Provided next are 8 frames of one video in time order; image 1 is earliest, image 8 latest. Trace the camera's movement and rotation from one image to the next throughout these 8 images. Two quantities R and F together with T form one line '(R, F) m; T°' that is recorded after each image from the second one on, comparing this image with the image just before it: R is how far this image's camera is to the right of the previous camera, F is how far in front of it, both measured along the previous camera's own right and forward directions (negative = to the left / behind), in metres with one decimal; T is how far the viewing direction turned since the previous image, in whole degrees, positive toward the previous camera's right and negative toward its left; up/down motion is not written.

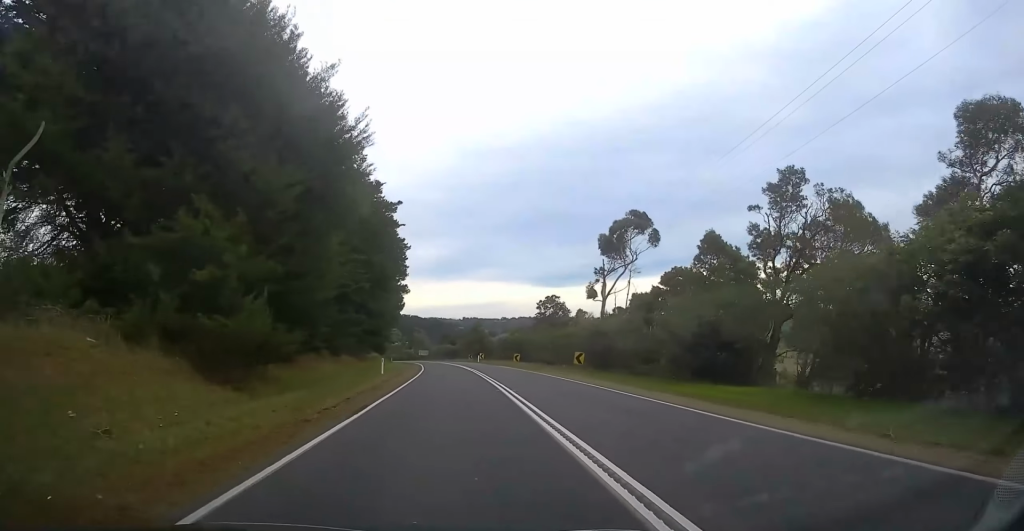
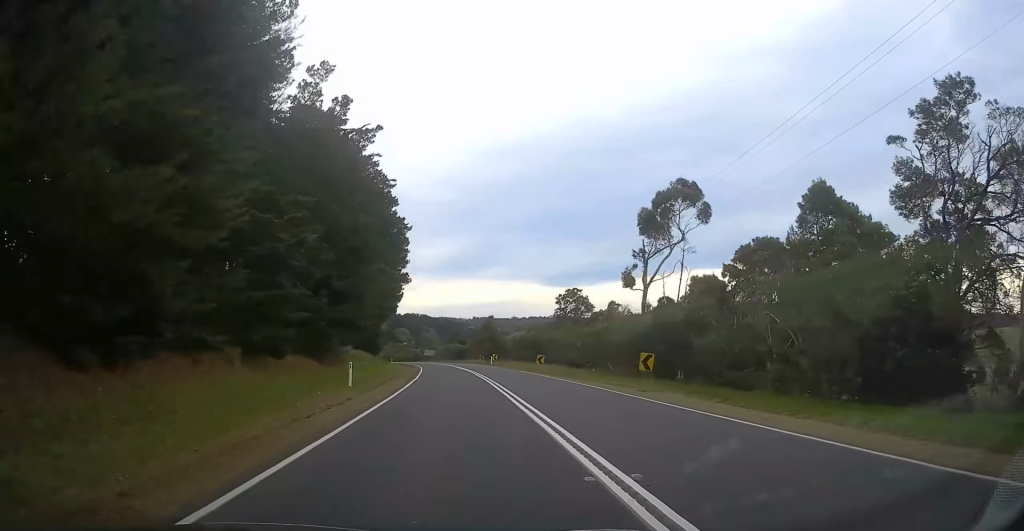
(-0.2, +13.7) m; -1°
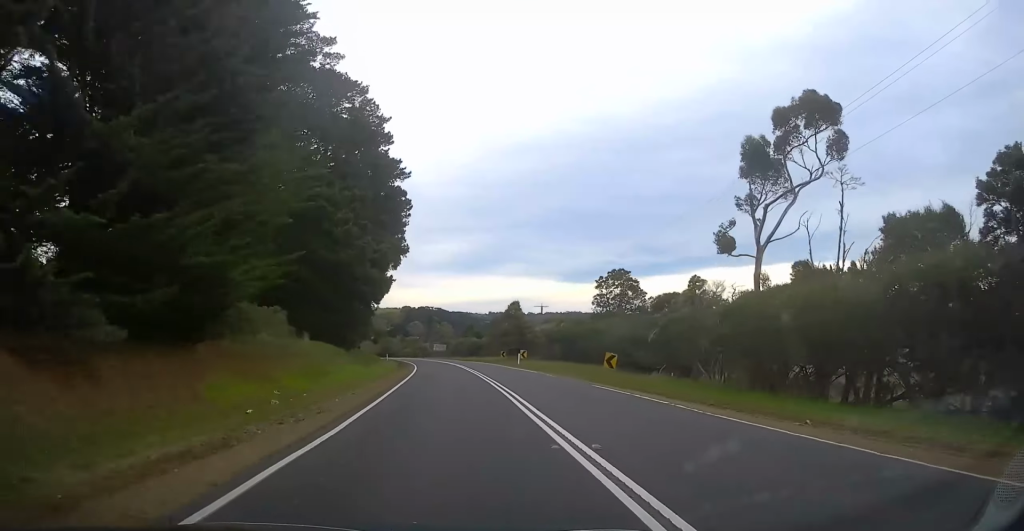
(-0.3, +22.8) m; -2°
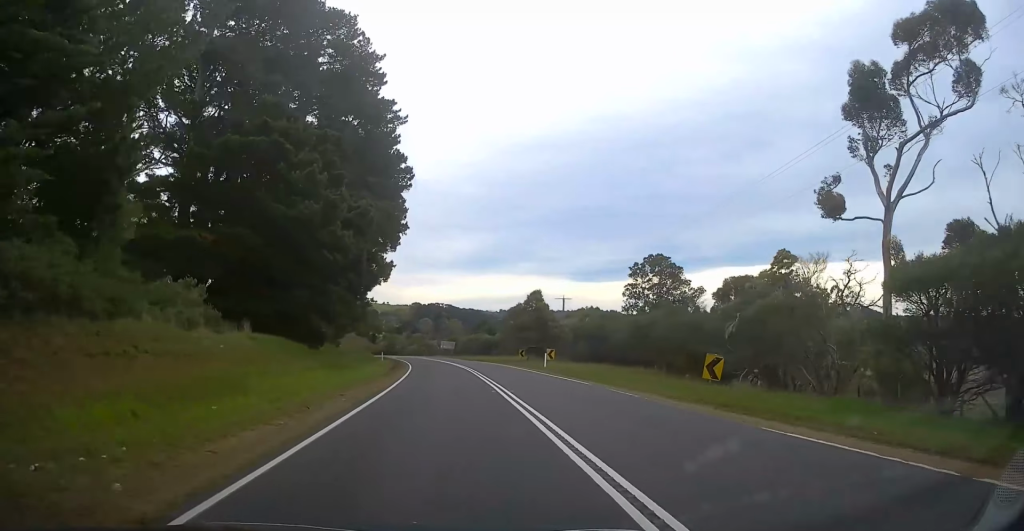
(+0.1, +12.2) m; -1°
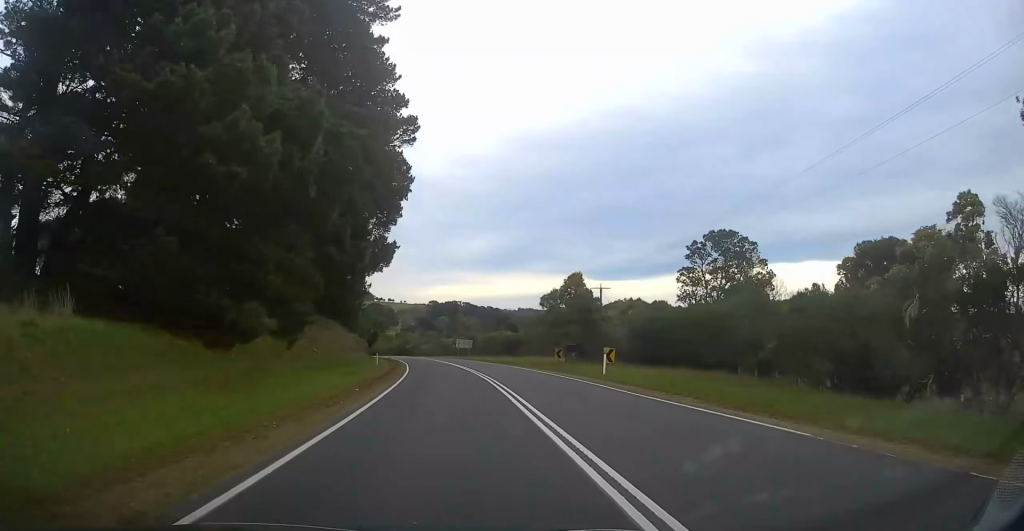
(-0.3, +15.0) m; -1°
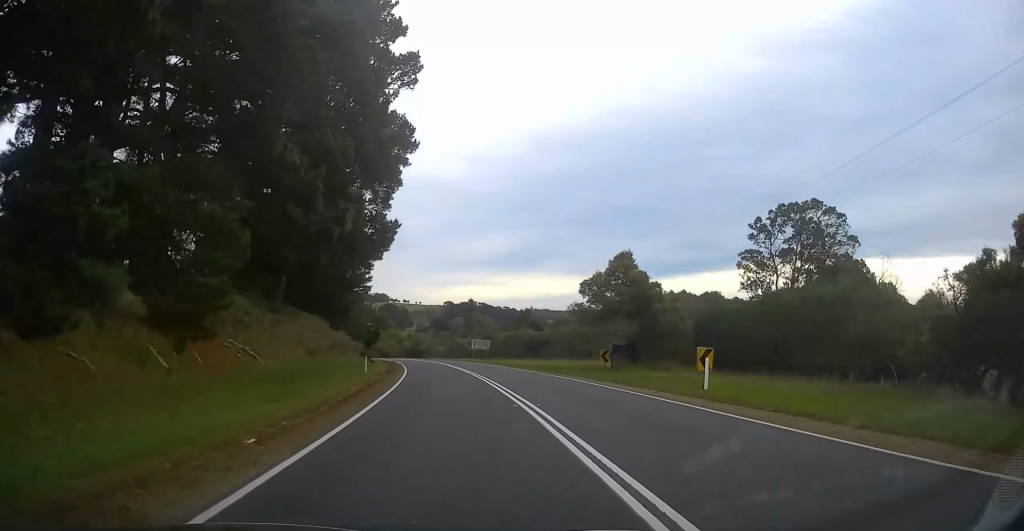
(0.0, +12.2) m; -1°
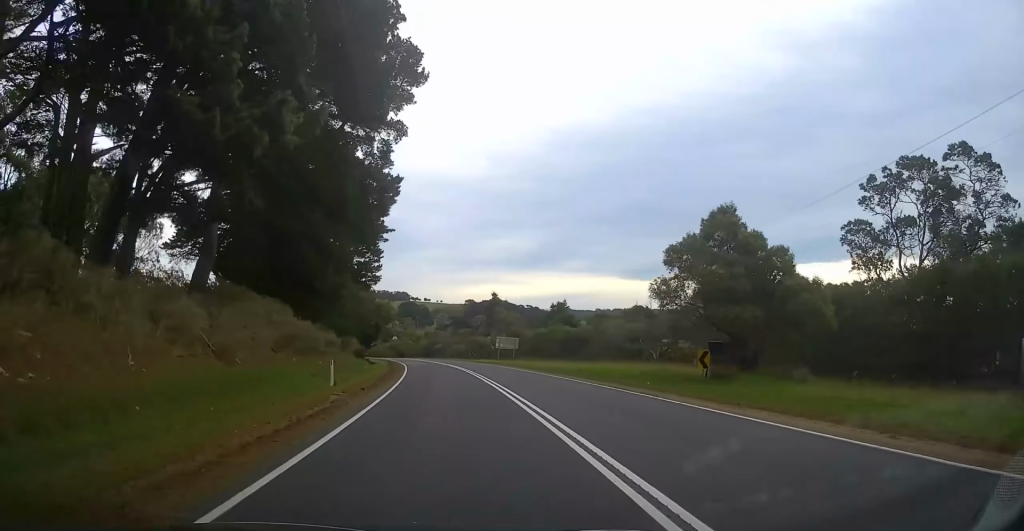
(-0.2, +13.7) m; -2°
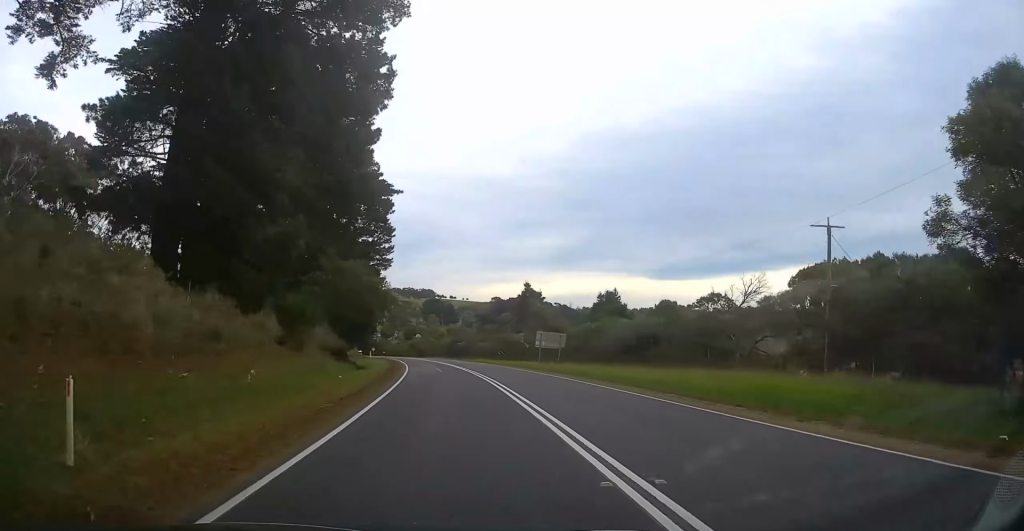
(0.0, +15.8) m; -2°
